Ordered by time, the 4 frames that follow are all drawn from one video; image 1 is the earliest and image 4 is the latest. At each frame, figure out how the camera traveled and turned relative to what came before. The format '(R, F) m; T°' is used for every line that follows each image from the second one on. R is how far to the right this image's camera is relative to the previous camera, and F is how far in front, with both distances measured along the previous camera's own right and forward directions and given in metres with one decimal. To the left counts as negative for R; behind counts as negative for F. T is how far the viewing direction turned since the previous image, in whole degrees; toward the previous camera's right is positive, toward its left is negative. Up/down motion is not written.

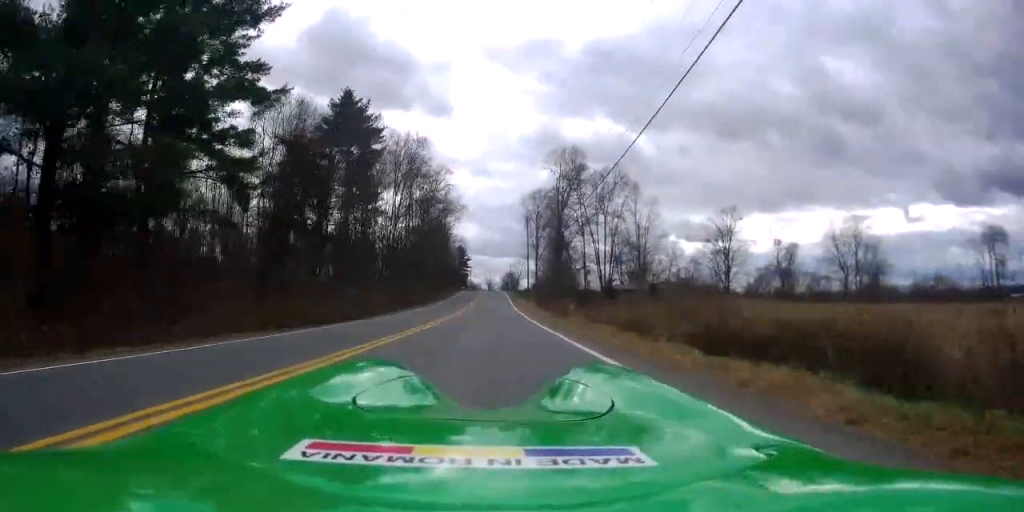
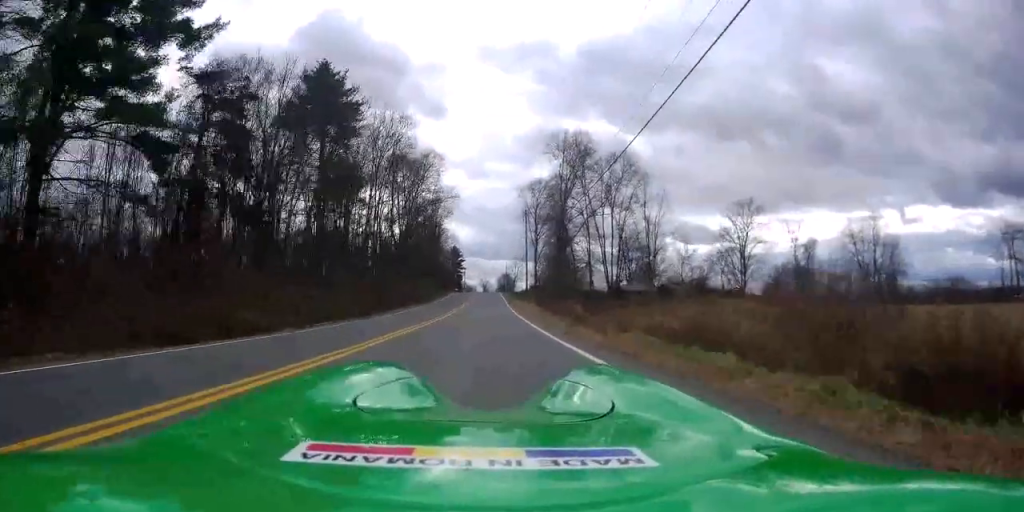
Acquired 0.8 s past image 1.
(+0.4, +9.1) m; +1°
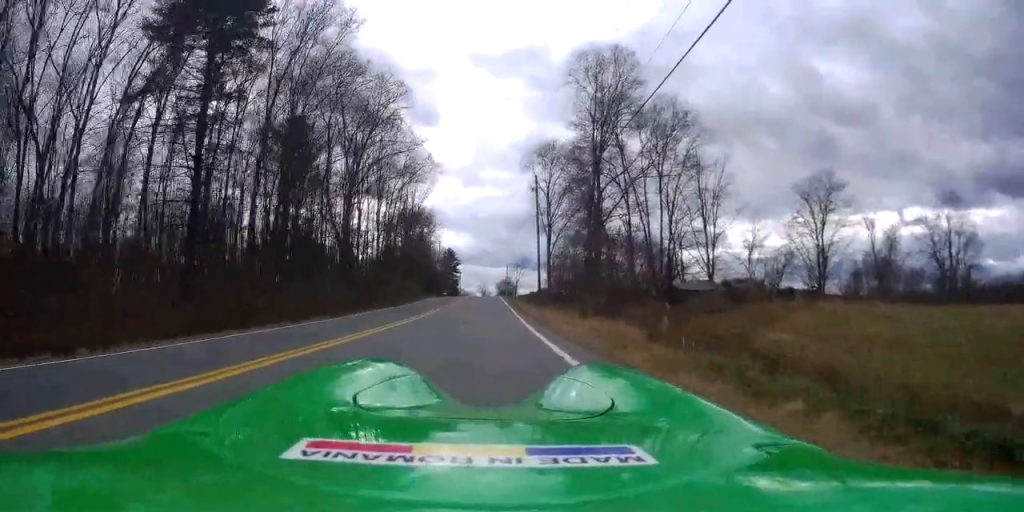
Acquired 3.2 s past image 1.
(-0.7, +25.1) m; 0°
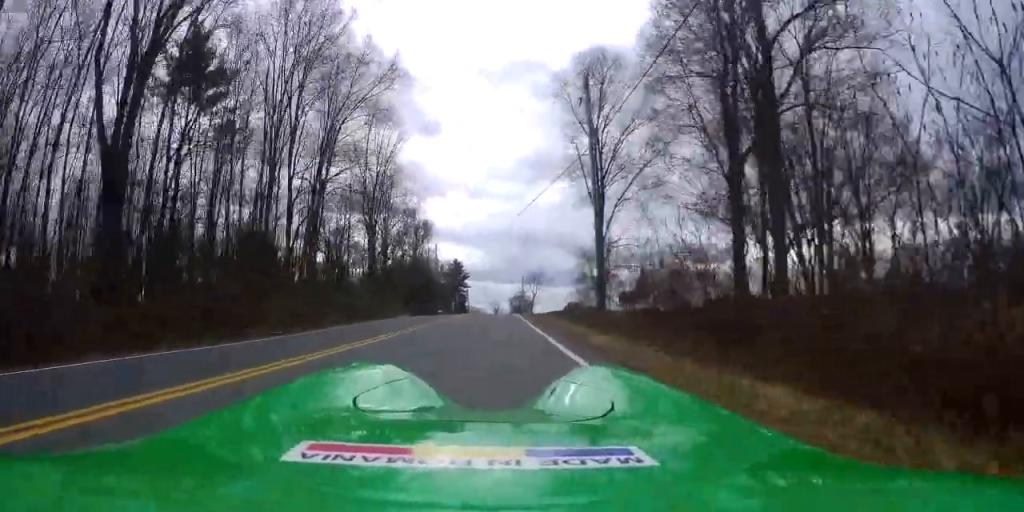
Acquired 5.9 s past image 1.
(+0.4, +28.3) m; +1°
